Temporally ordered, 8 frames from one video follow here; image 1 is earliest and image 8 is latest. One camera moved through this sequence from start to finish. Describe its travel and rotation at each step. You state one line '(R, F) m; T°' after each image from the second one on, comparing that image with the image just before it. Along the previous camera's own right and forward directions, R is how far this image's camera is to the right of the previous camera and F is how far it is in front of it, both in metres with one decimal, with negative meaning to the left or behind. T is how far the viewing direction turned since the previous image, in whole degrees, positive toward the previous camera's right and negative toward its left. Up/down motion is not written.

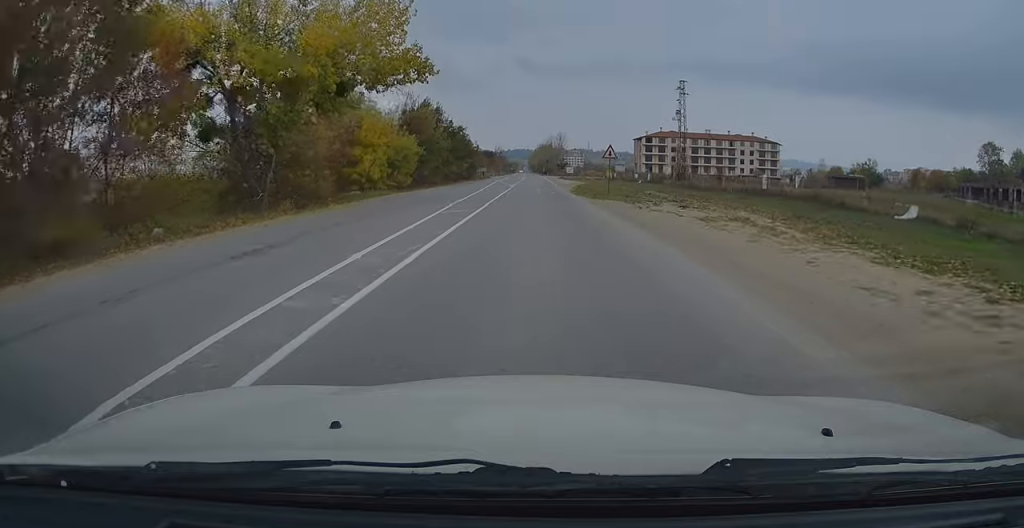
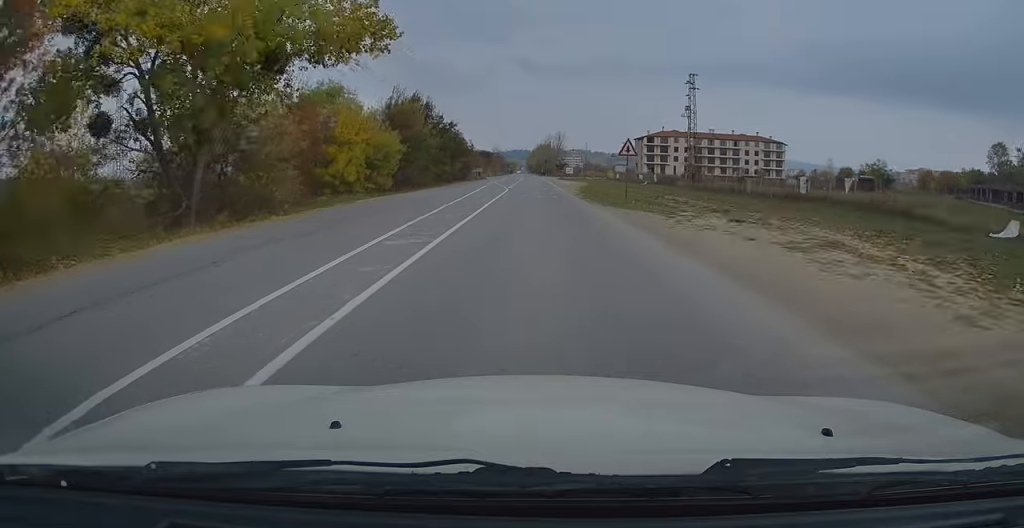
(-0.1, +6.4) m; 0°
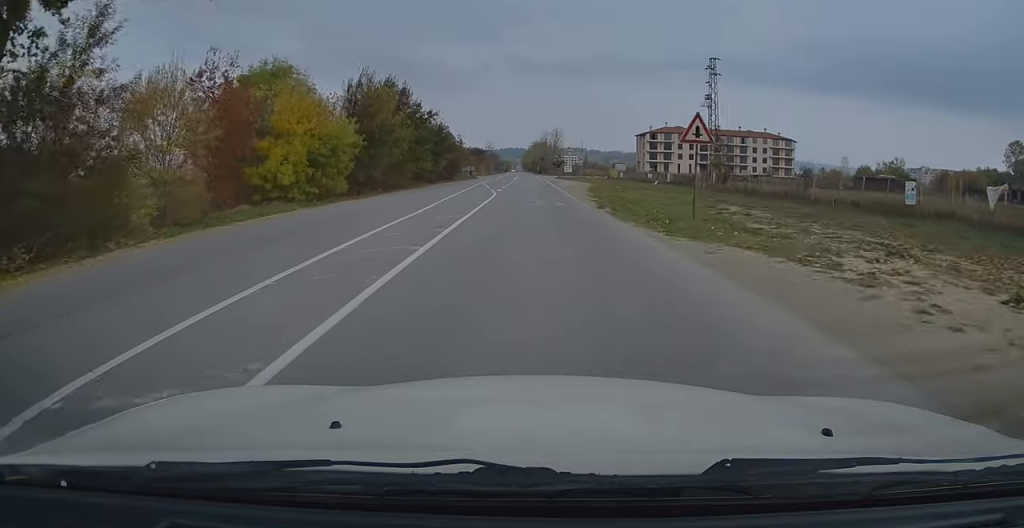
(-0.1, +11.3) m; 0°
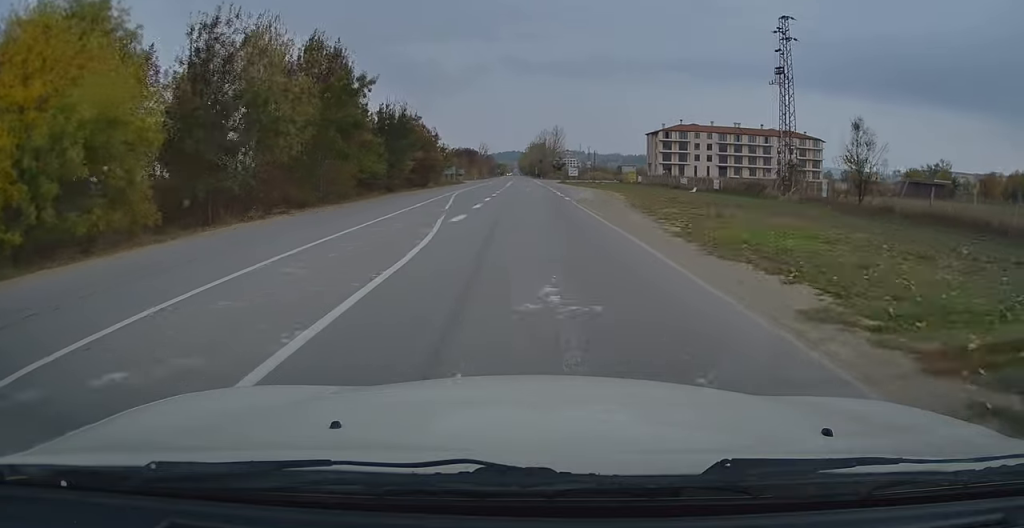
(+0.2, +21.7) m; +1°
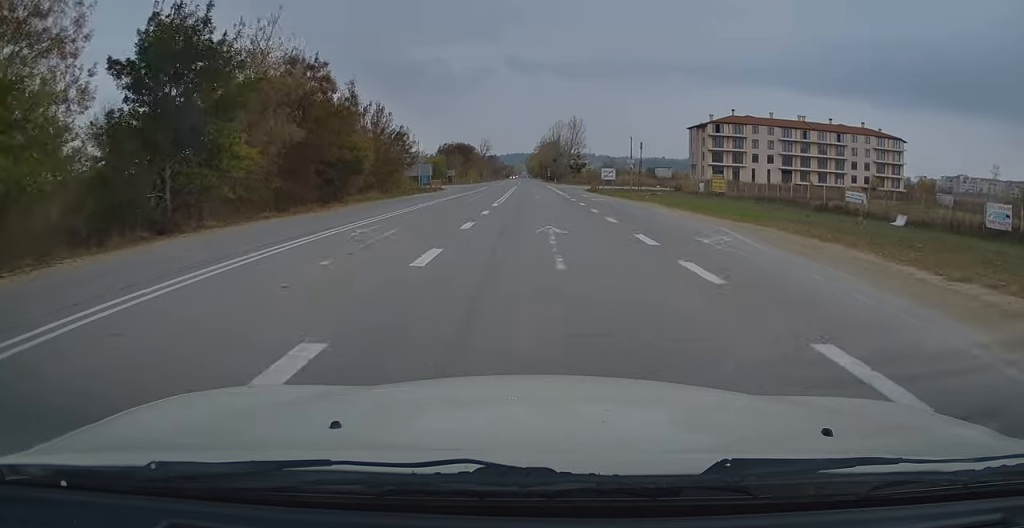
(-0.2, +36.7) m; -1°
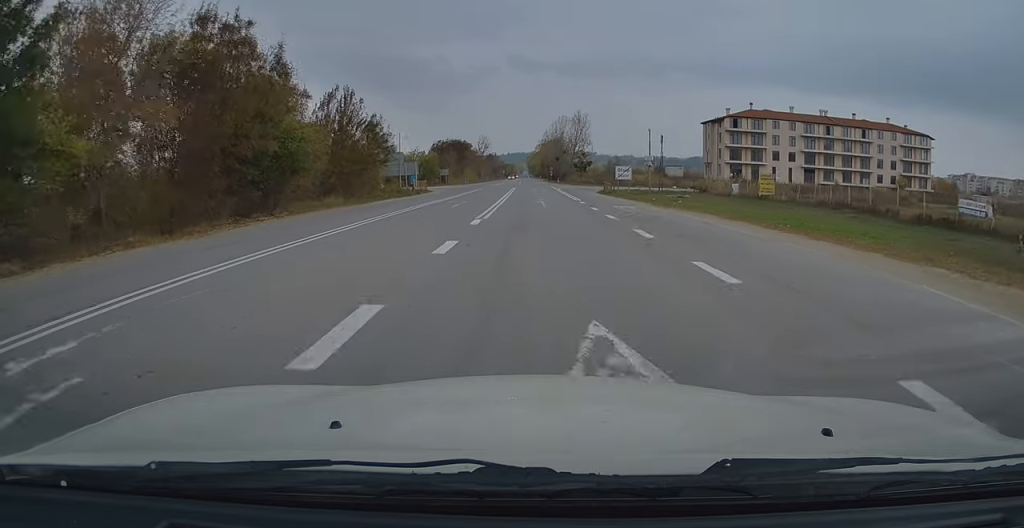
(+0.1, +10.6) m; 0°
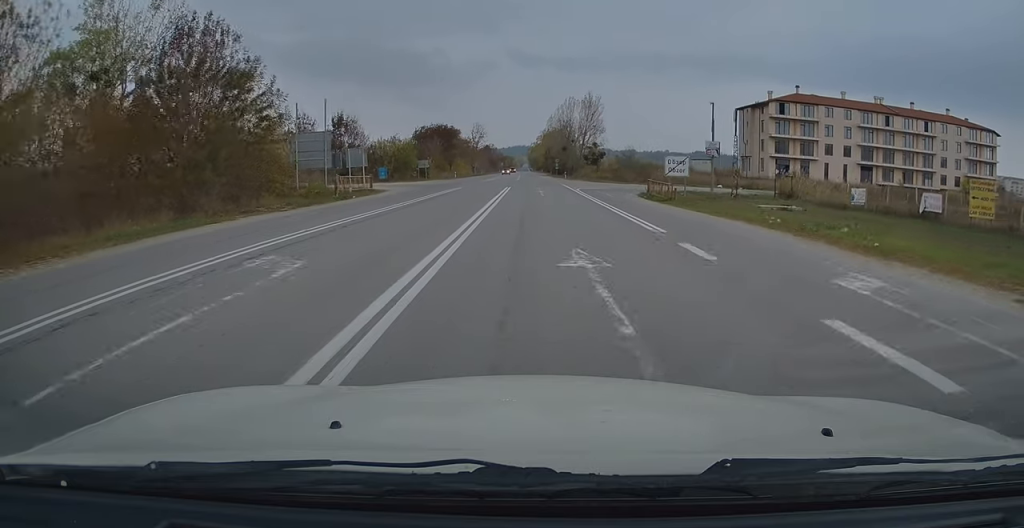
(-0.1, +21.6) m; -1°
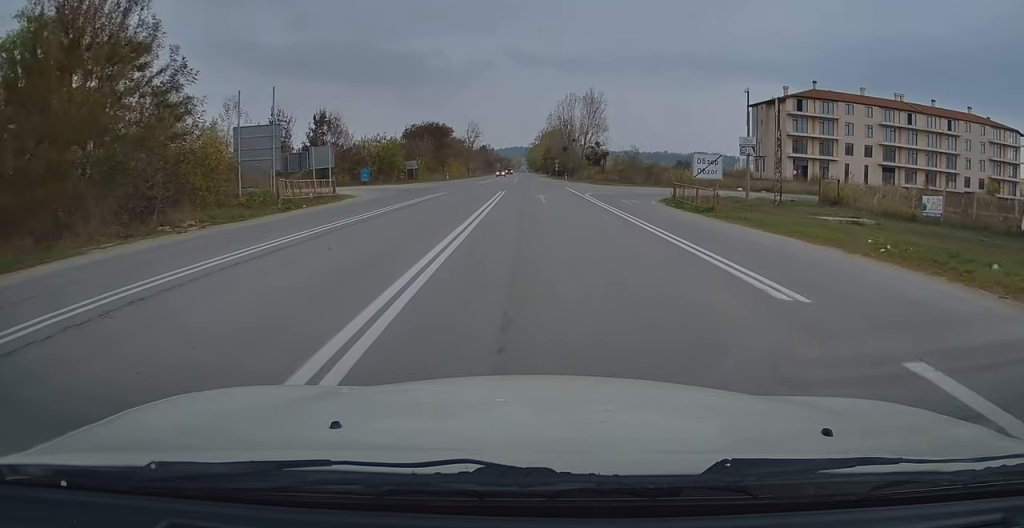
(0.0, +7.4) m; 0°
